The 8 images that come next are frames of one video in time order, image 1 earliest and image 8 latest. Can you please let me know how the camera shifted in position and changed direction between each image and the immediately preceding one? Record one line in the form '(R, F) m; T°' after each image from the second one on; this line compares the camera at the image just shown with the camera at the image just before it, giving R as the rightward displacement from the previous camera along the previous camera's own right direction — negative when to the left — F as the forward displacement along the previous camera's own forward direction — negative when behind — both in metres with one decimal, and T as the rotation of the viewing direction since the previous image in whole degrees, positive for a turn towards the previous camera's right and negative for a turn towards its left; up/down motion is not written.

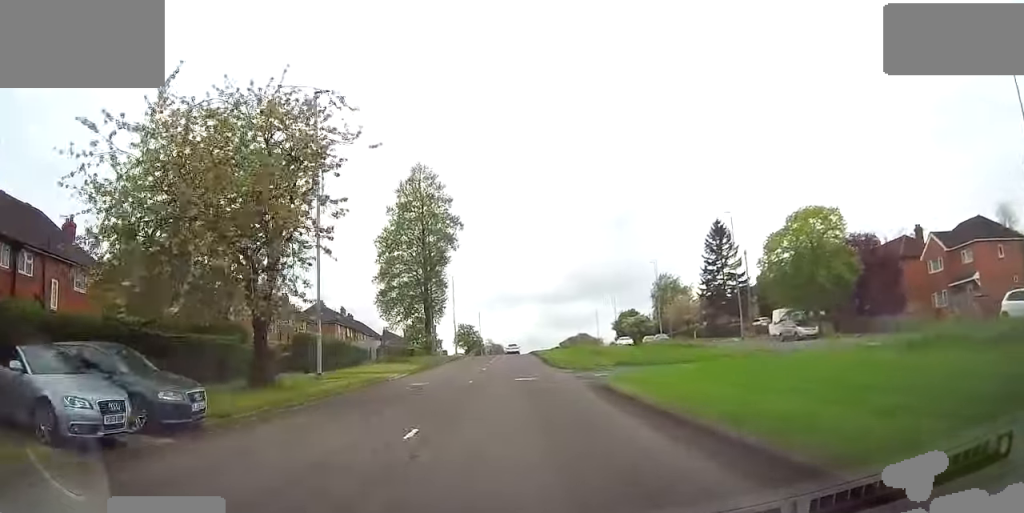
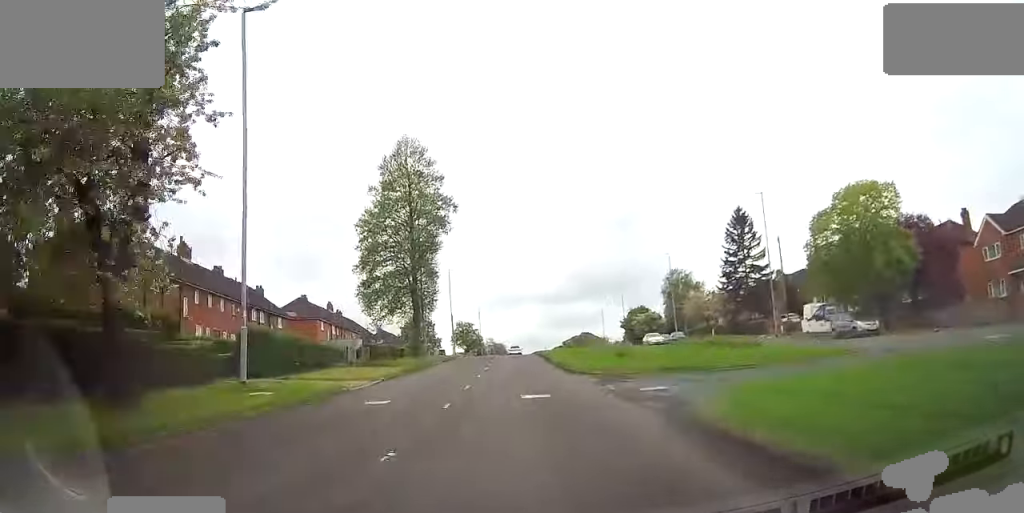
(-0.2, +7.7) m; 0°
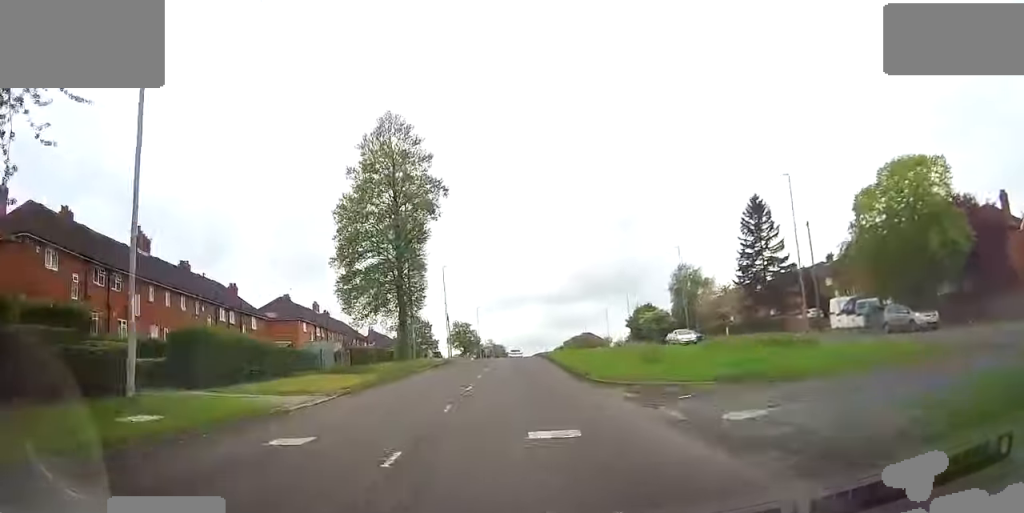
(+0.1, +6.3) m; 0°
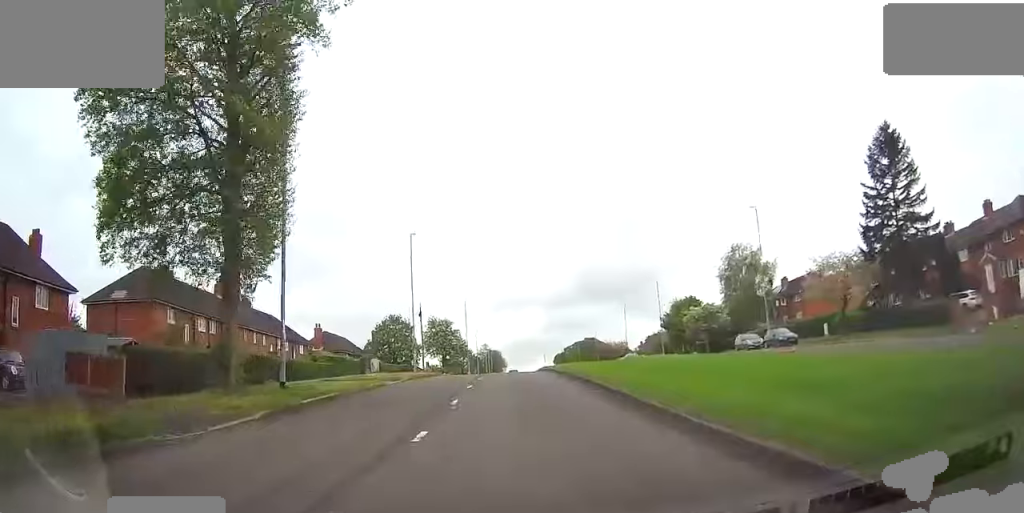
(-0.5, +28.5) m; -1°
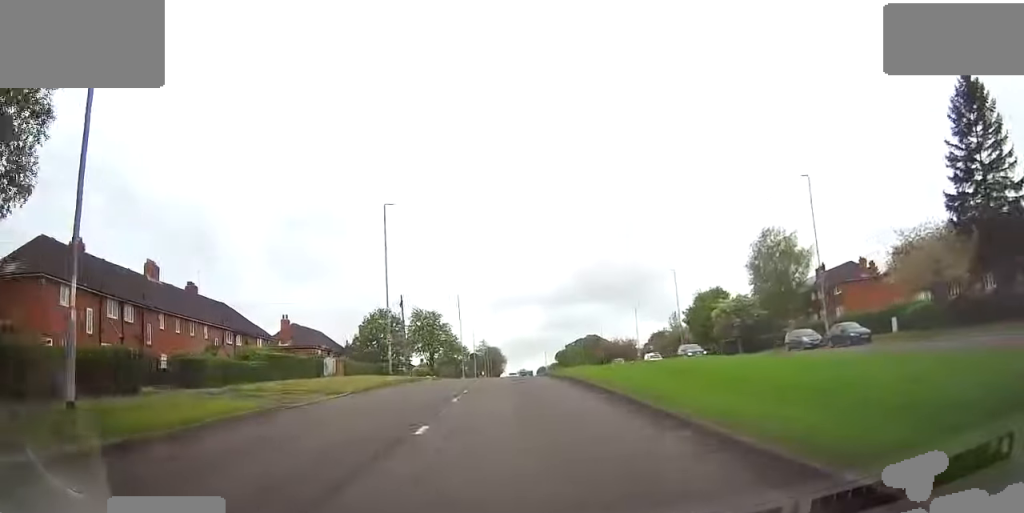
(+0.1, +11.7) m; +1°
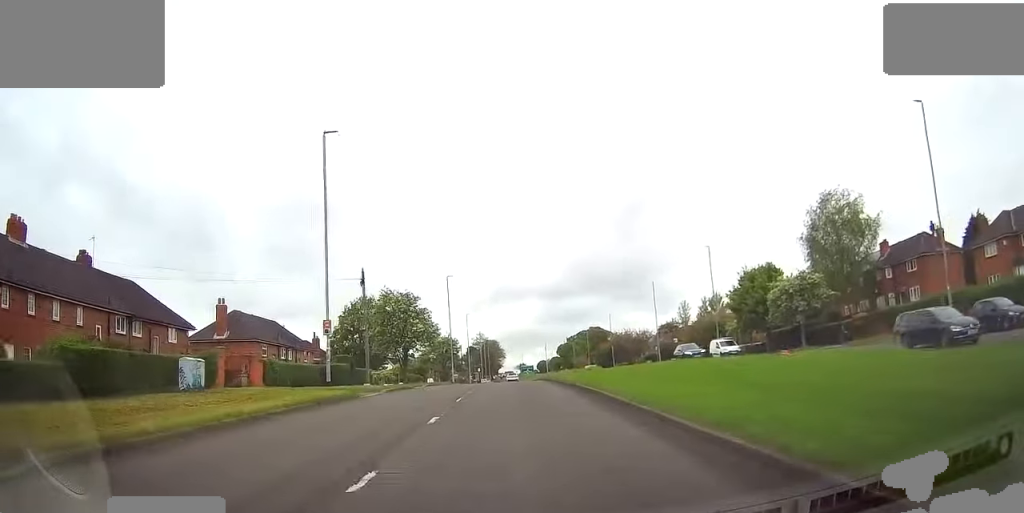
(0.0, +15.6) m; -1°
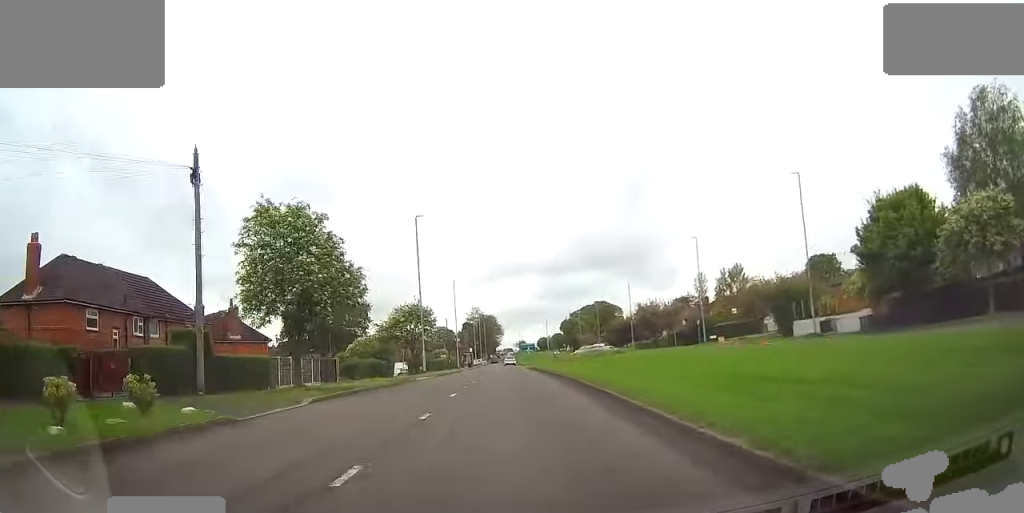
(-0.4, +24.3) m; 0°
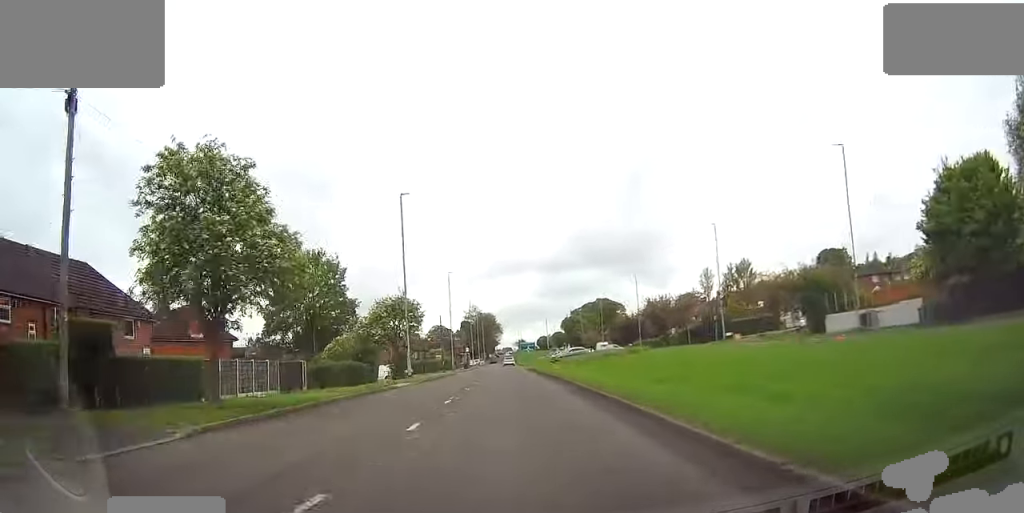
(-0.1, +7.8) m; +2°
